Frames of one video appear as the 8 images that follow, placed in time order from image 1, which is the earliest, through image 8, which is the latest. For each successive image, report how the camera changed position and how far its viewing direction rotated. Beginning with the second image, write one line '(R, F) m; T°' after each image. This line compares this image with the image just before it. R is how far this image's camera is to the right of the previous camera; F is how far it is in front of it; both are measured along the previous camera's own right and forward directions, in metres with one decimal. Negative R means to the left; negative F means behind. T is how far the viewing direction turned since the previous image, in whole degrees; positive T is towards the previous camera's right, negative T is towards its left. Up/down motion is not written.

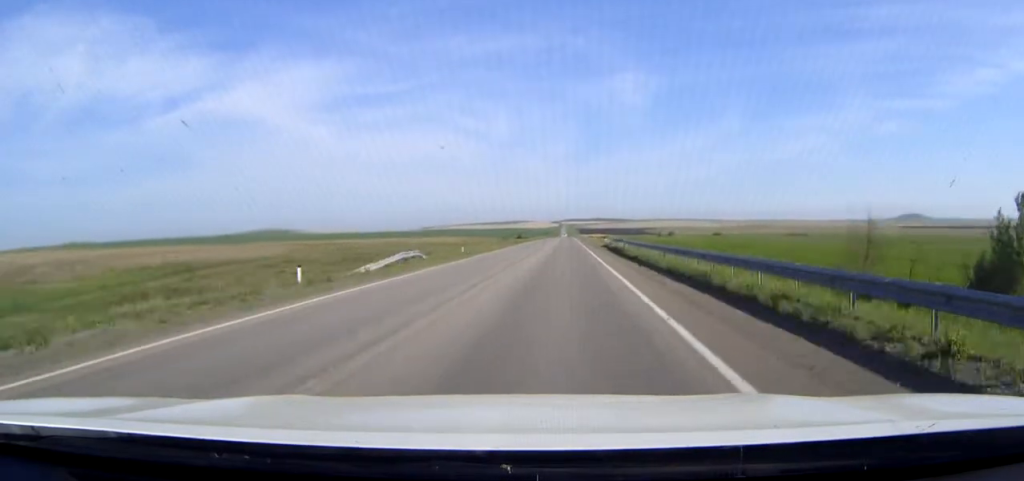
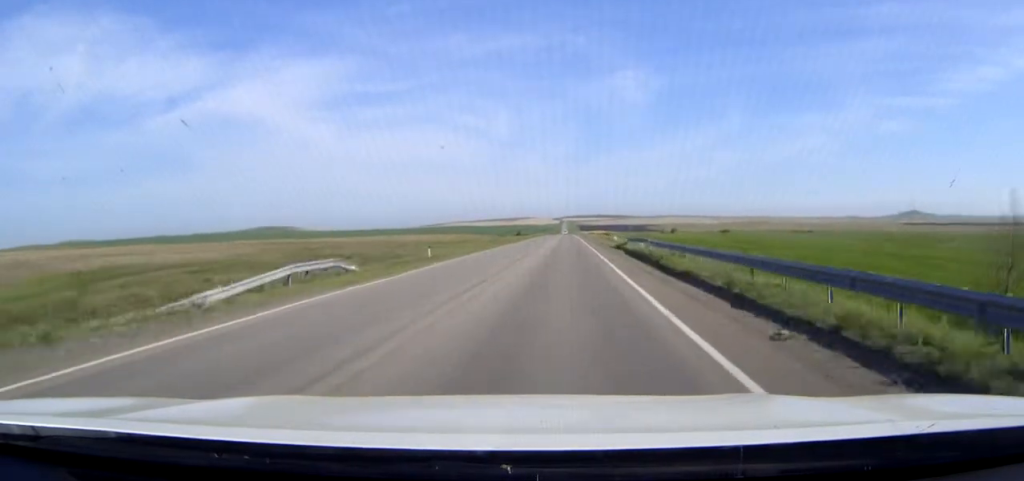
(0.0, +16.8) m; 0°
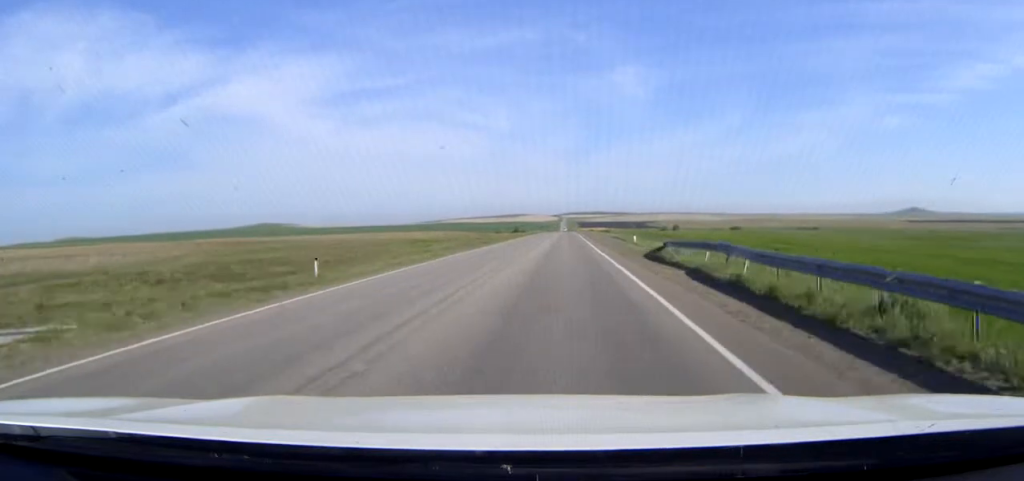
(0.0, +23.2) m; 0°
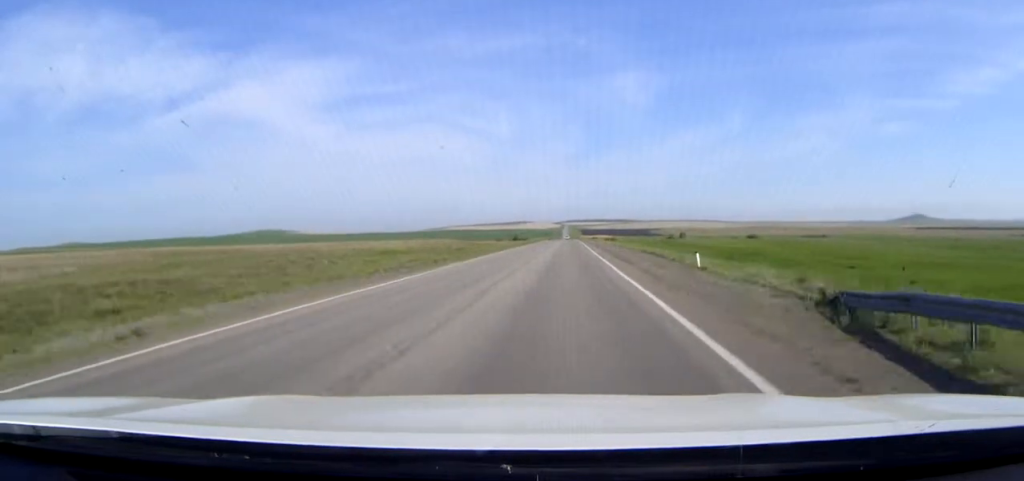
(0.0, +25.8) m; 0°
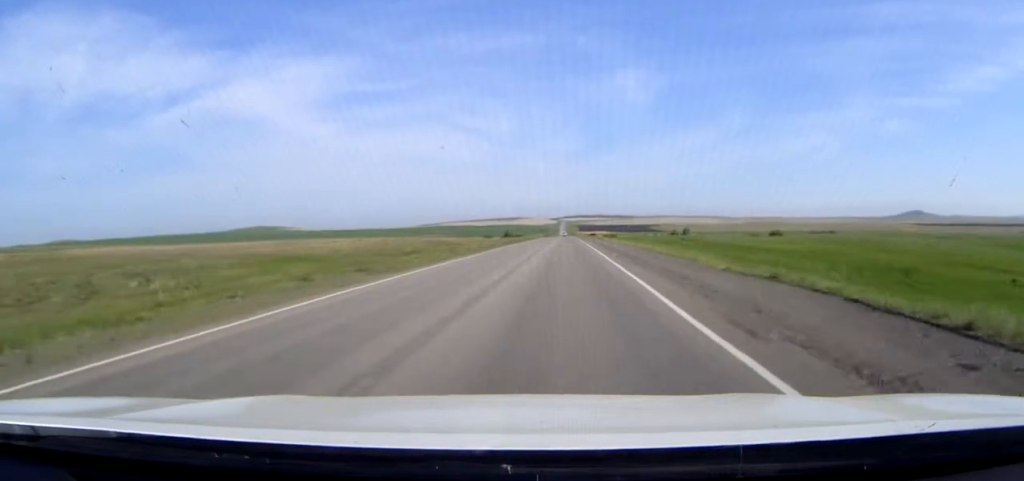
(0.0, +40.5) m; 0°
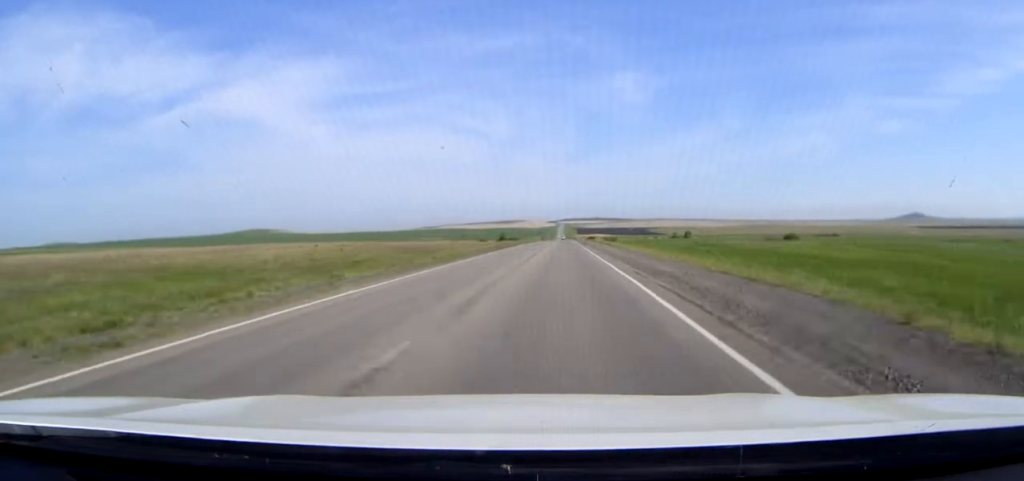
(0.0, +20.3) m; 0°
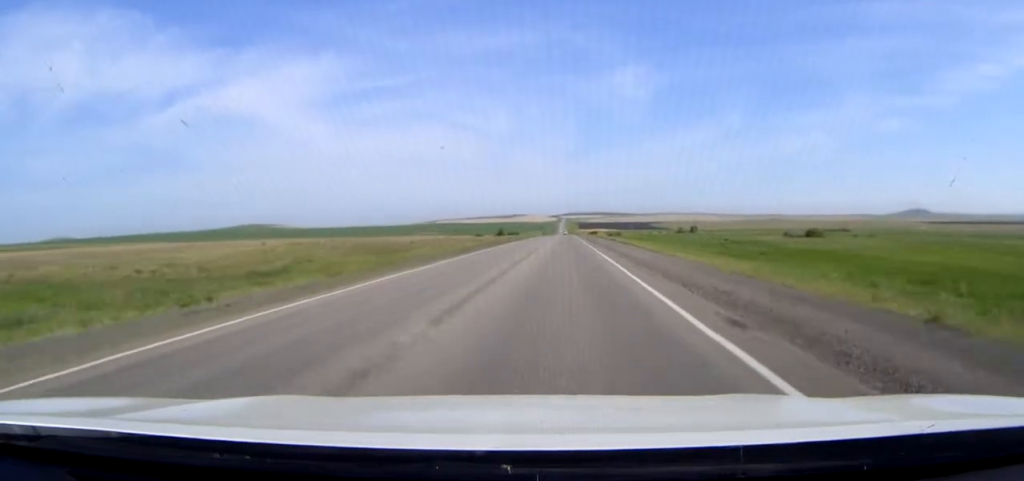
(0.0, +22.0) m; 0°
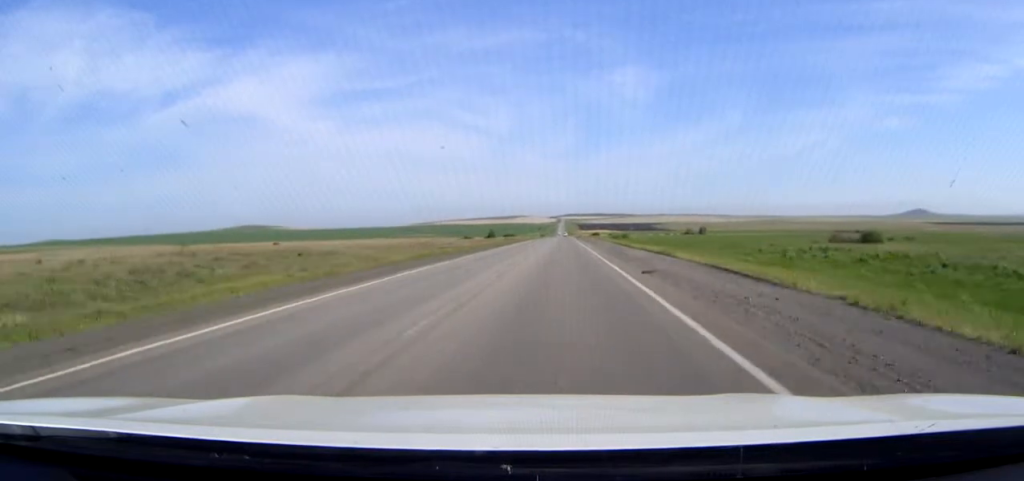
(0.0, +46.3) m; 0°
